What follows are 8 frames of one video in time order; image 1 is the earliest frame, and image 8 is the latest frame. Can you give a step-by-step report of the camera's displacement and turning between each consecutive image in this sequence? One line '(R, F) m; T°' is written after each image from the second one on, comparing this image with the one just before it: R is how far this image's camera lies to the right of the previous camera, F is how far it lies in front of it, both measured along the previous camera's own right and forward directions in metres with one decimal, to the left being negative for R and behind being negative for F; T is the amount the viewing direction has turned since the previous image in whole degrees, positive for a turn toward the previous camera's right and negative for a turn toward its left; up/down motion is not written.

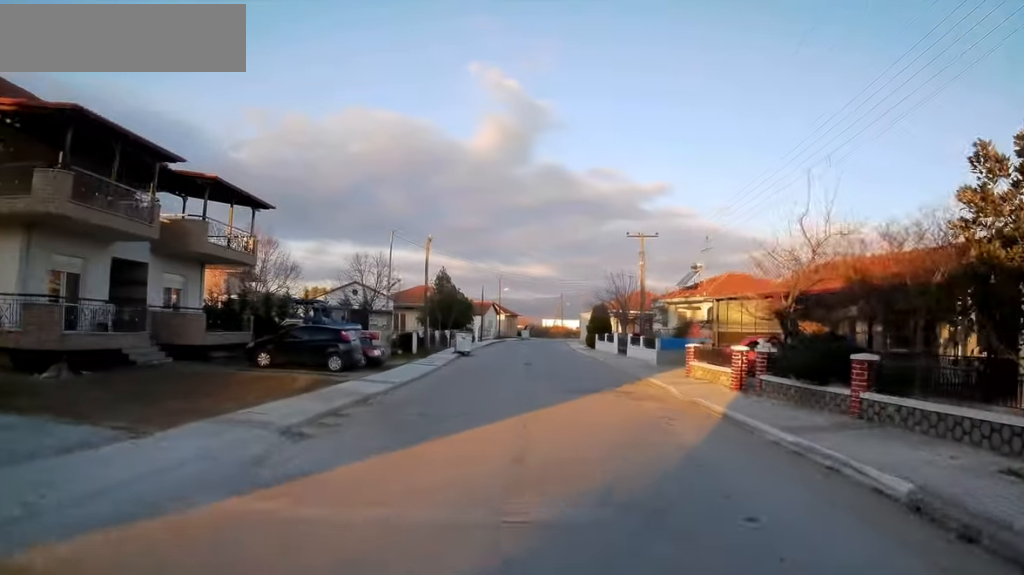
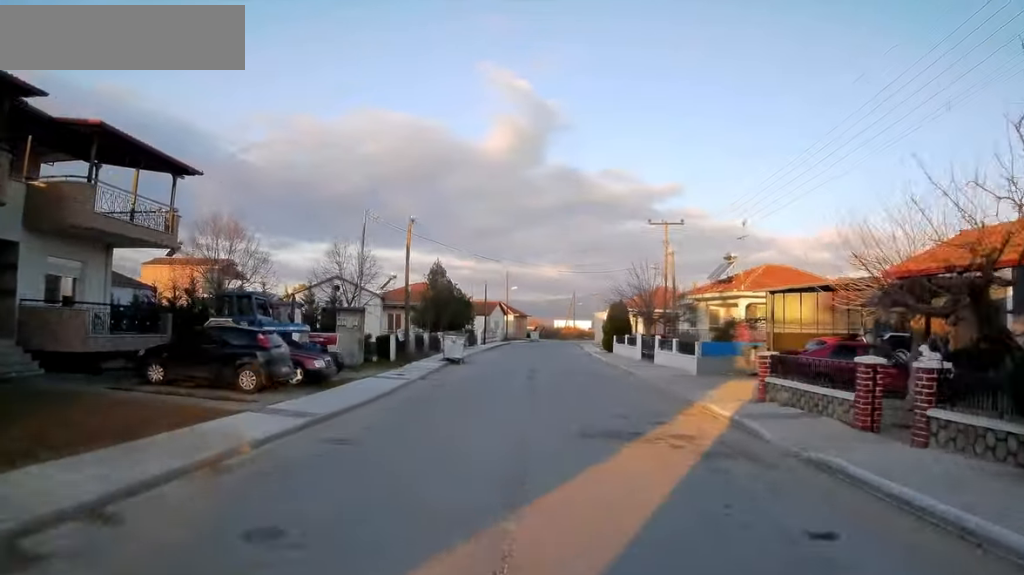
(-0.1, +7.3) m; 0°
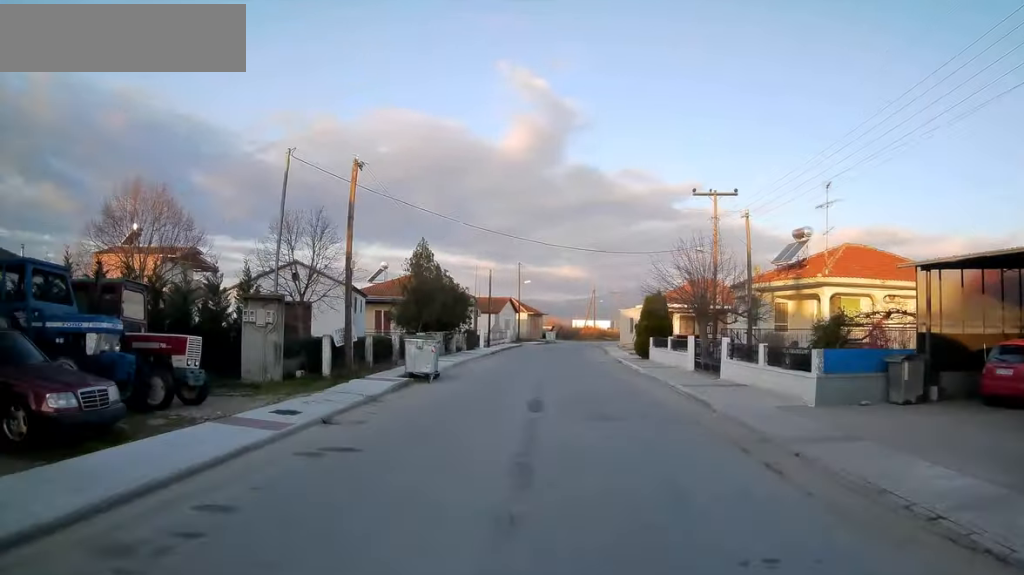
(0.0, +10.8) m; 0°
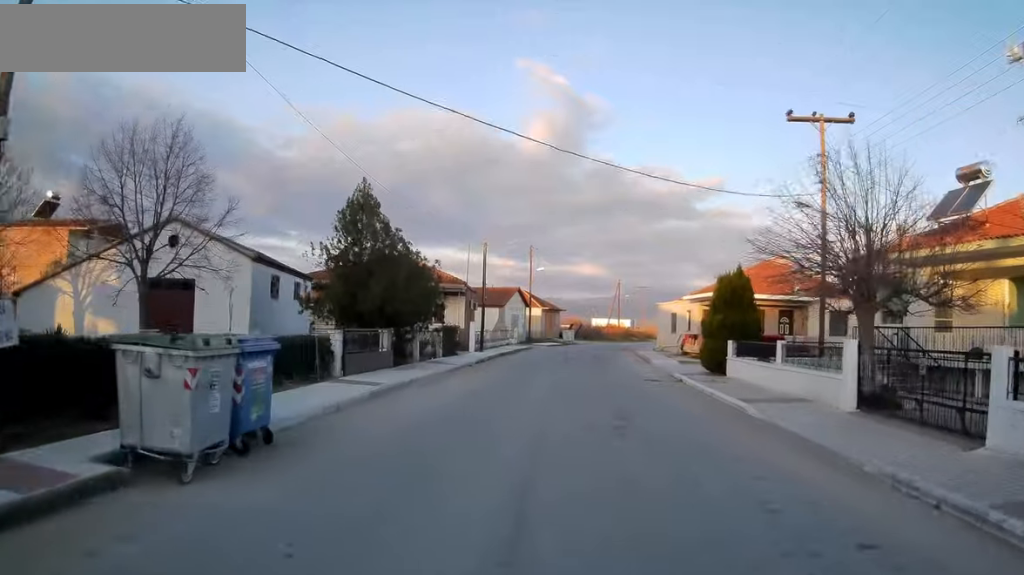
(0.0, +14.1) m; -1°
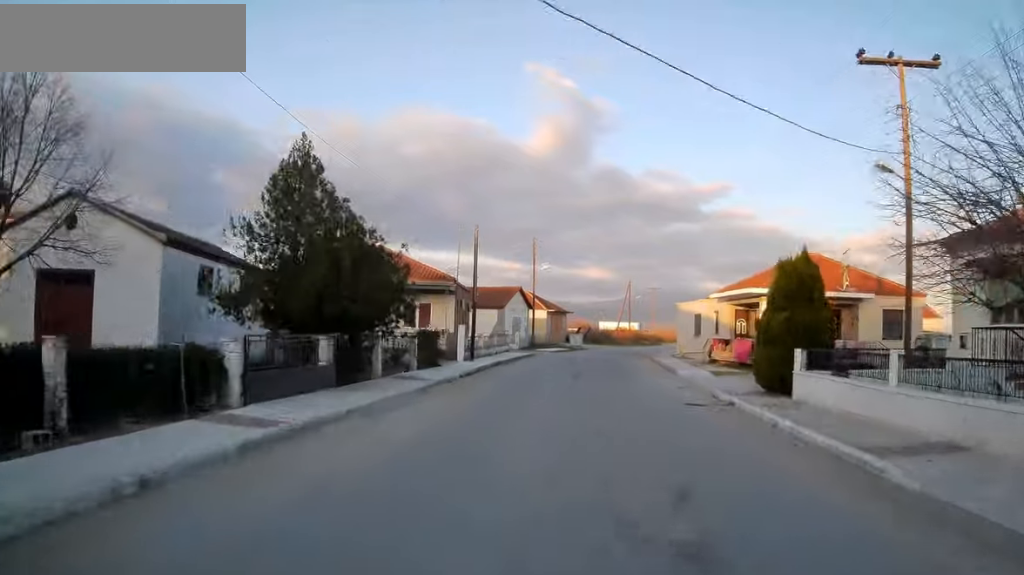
(-0.1, +6.1) m; -1°
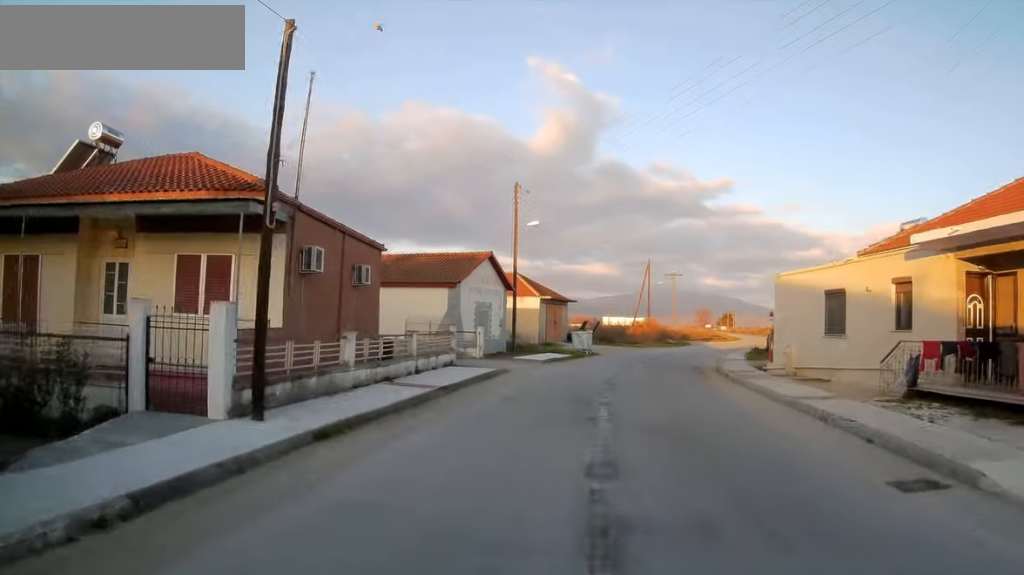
(-0.1, +21.2) m; -3°
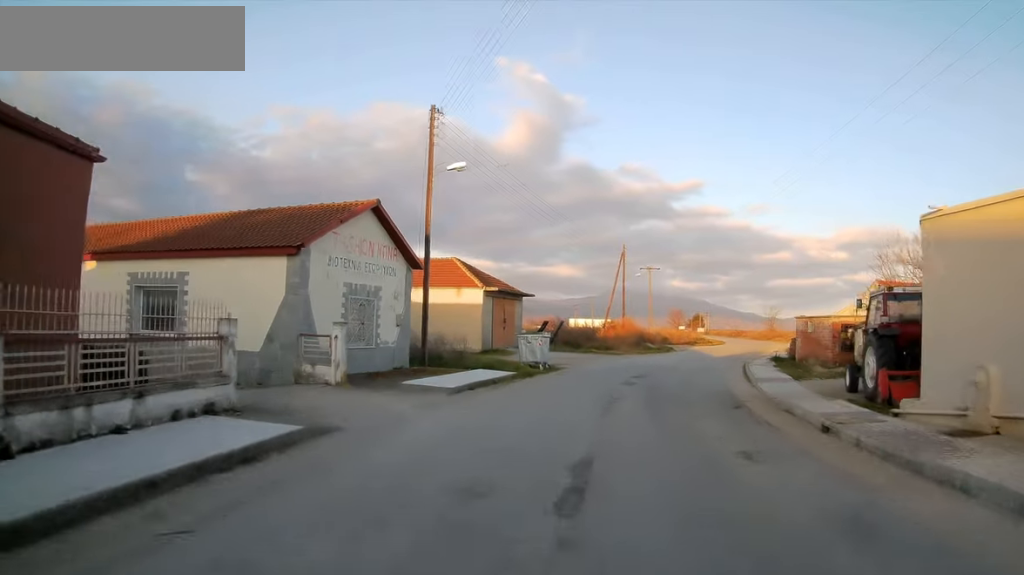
(-0.3, +13.2) m; +1°
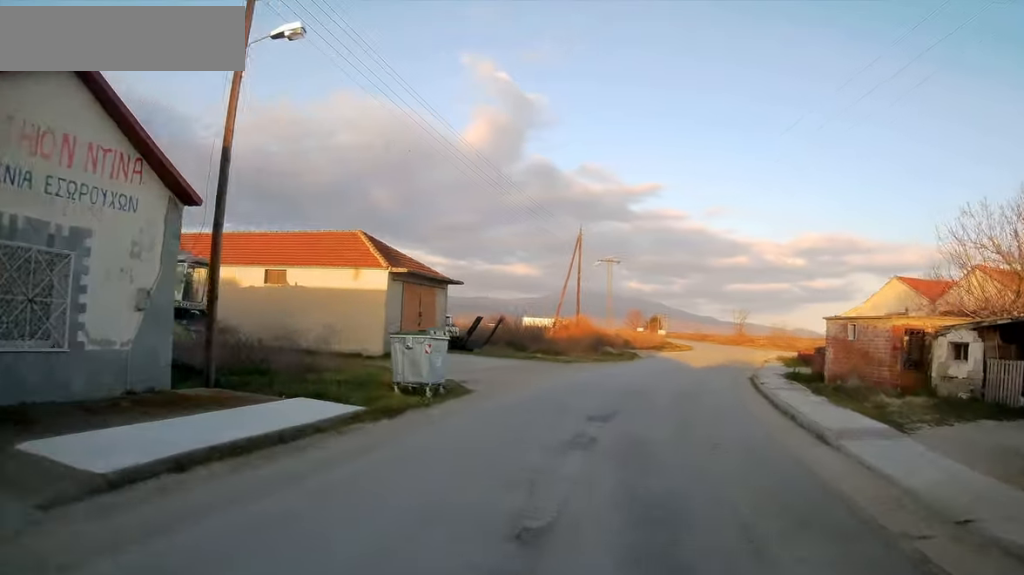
(+0.4, +10.8) m; +4°
